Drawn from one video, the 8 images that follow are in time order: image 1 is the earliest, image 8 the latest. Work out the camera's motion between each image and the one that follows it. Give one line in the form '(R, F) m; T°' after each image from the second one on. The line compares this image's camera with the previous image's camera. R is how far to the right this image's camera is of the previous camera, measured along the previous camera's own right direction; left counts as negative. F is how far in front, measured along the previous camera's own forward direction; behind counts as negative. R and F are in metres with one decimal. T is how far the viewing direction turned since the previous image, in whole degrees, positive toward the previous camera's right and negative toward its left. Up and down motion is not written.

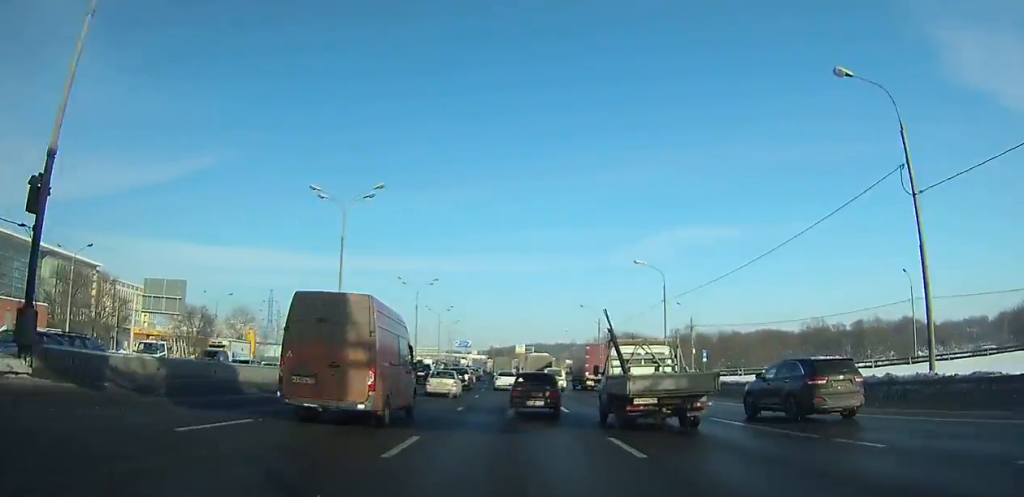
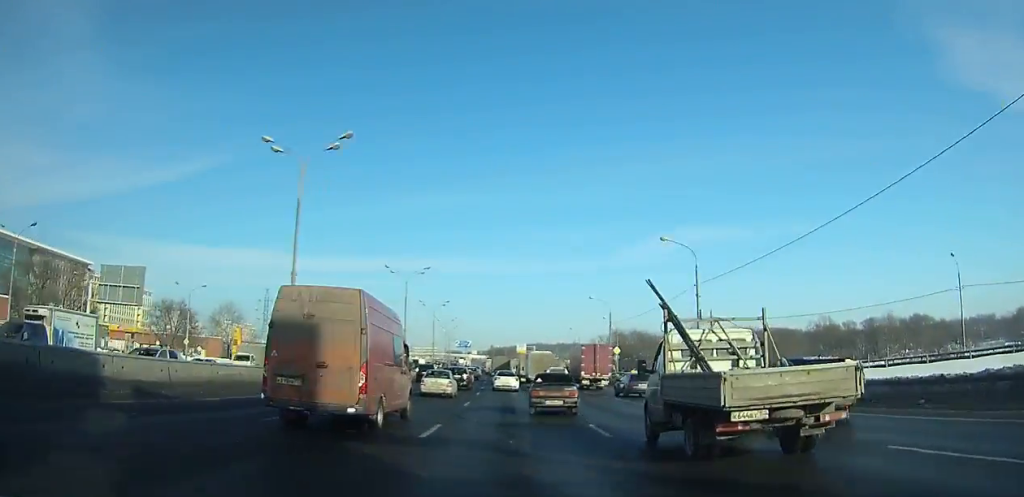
(0.0, +7.9) m; 0°
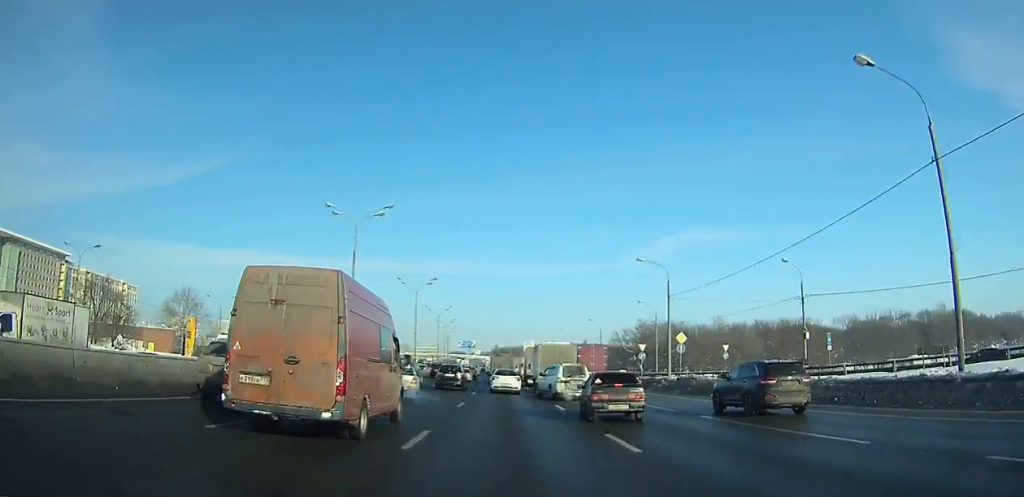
(-0.3, +24.0) m; -1°
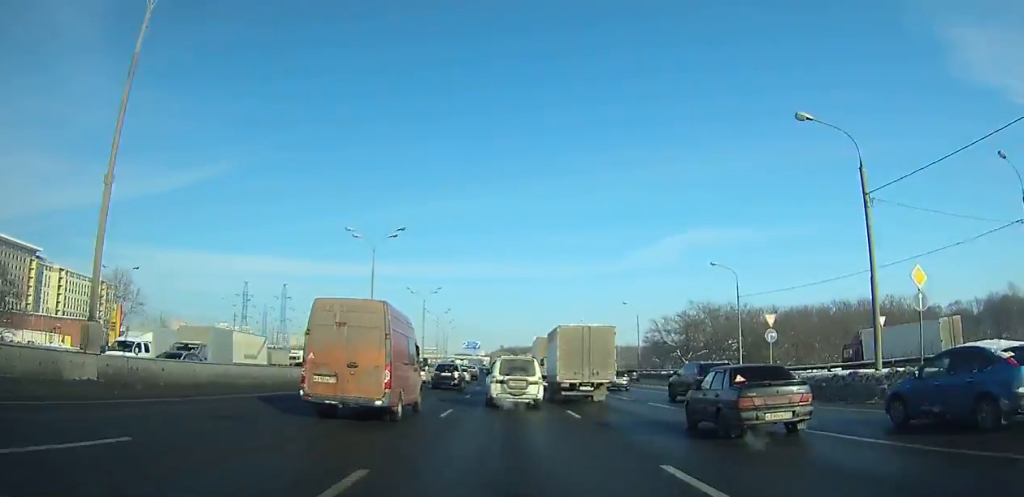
(-0.2, +29.4) m; -1°
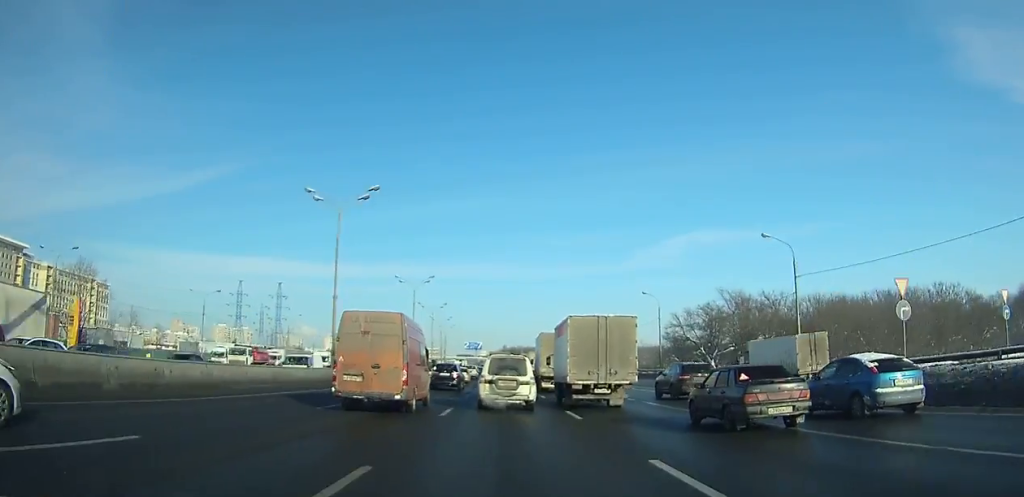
(-0.1, +12.5) m; 0°
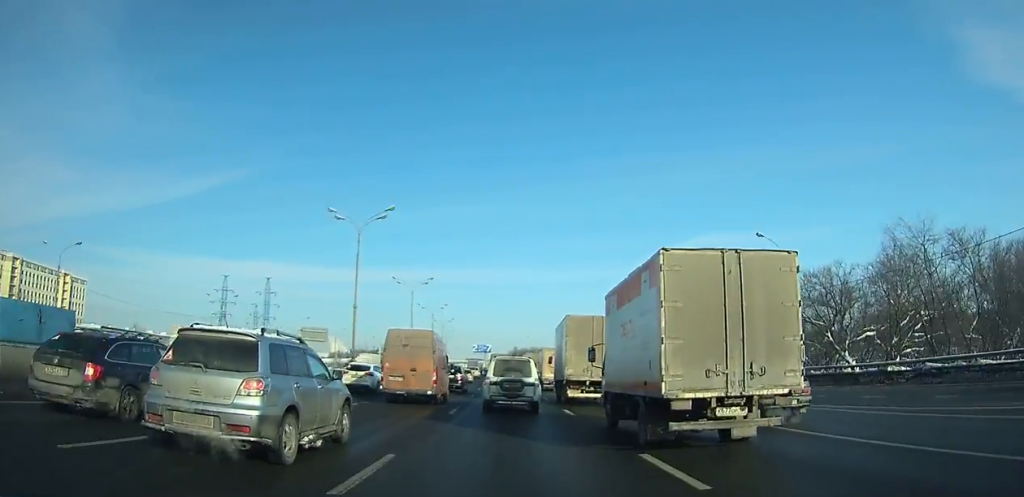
(-0.5, +37.7) m; -1°
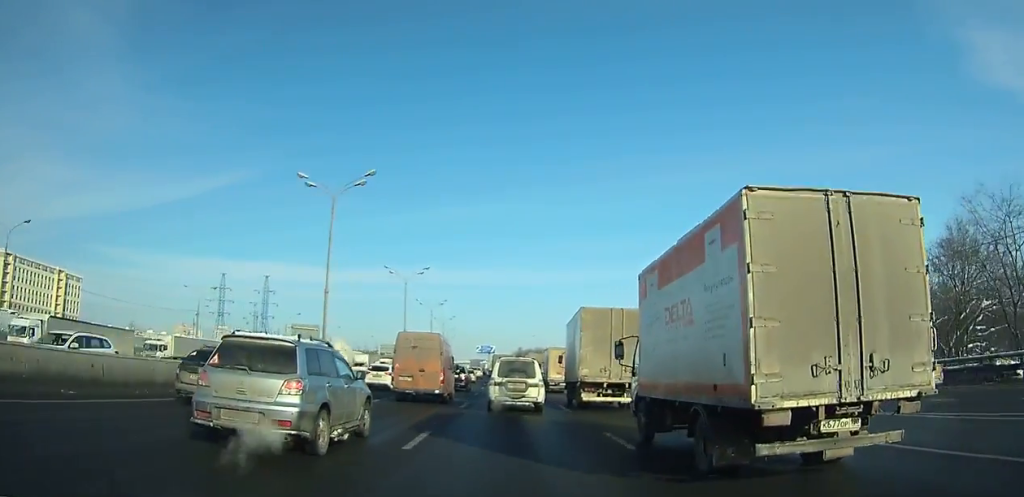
(0.0, +8.2) m; 0°
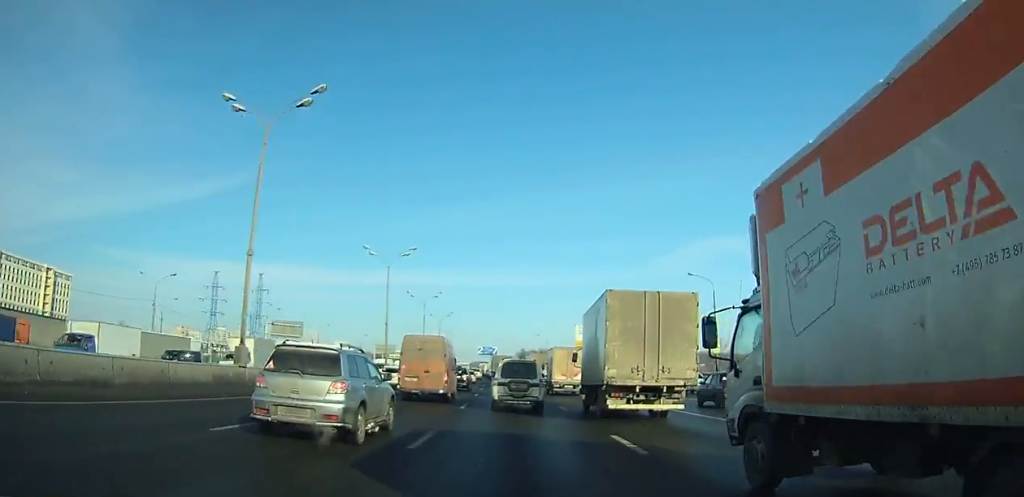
(0.0, +11.4) m; 0°
